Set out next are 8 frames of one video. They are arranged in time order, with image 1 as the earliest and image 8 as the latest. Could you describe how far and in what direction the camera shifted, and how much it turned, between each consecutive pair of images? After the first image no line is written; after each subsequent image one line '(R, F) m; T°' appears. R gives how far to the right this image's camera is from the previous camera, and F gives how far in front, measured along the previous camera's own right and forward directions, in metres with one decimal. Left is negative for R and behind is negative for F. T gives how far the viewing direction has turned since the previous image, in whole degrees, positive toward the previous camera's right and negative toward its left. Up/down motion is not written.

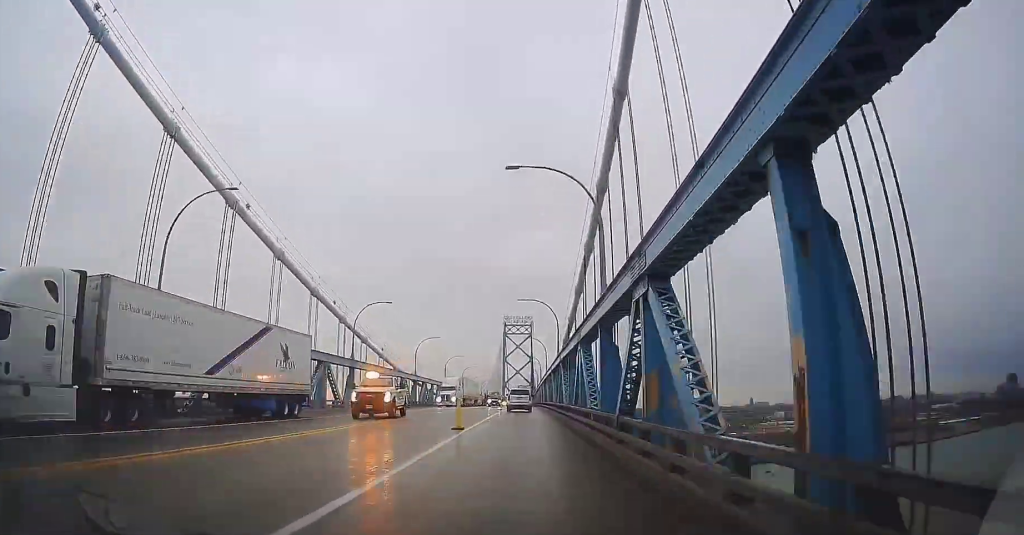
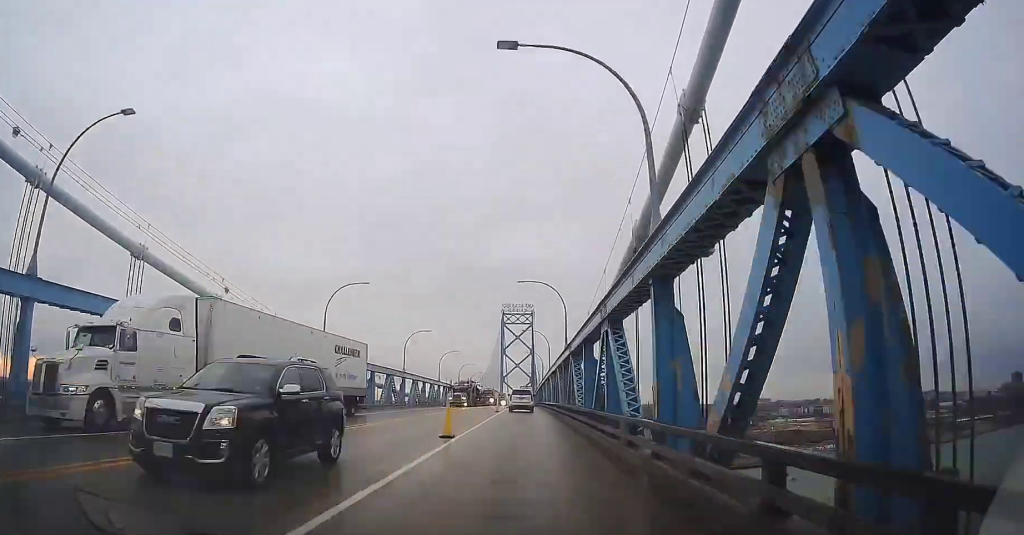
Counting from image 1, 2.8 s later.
(-0.4, +37.2) m; -1°
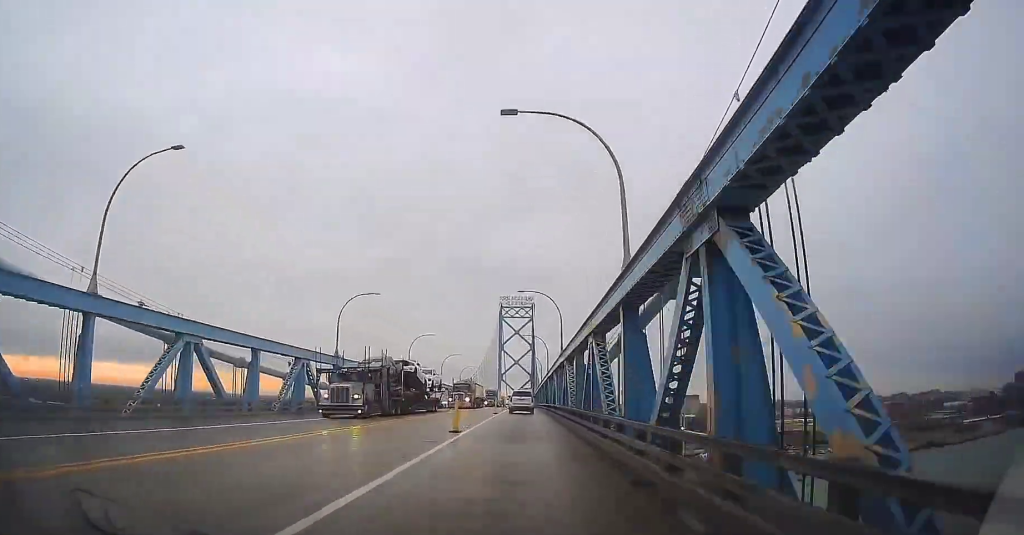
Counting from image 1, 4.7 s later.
(-0.1, +25.1) m; +1°
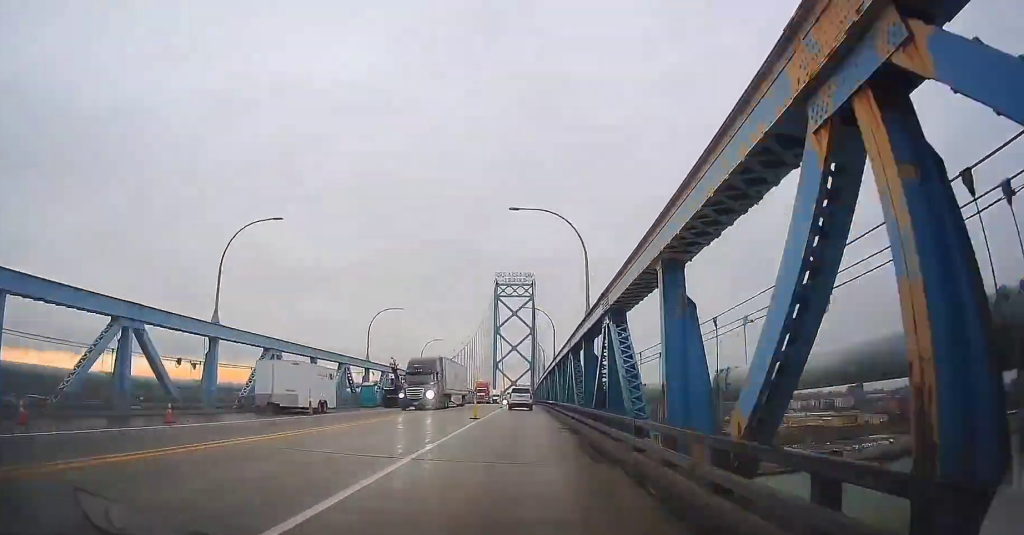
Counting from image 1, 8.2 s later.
(+0.8, +45.7) m; +1°
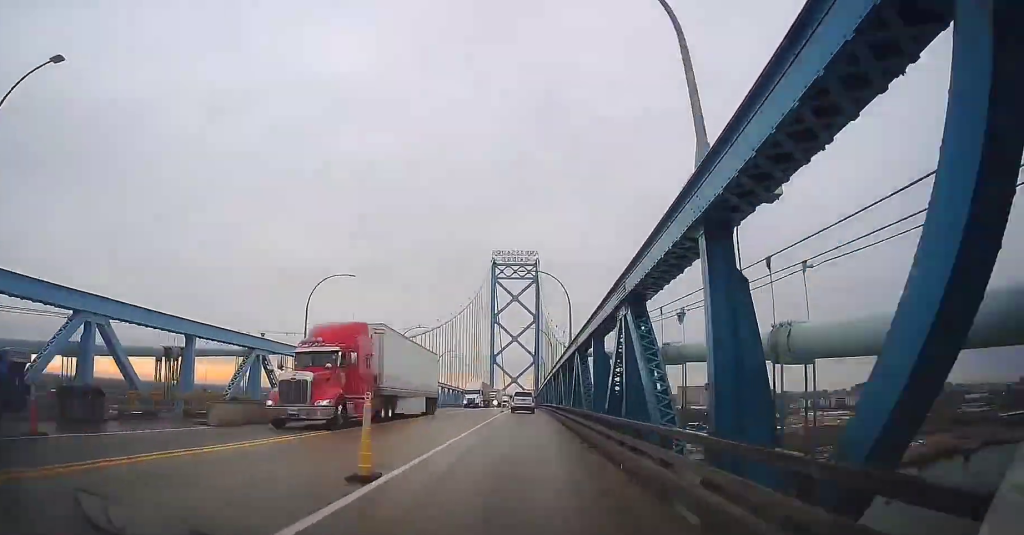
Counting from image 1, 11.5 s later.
(-0.2, +42.0) m; 0°
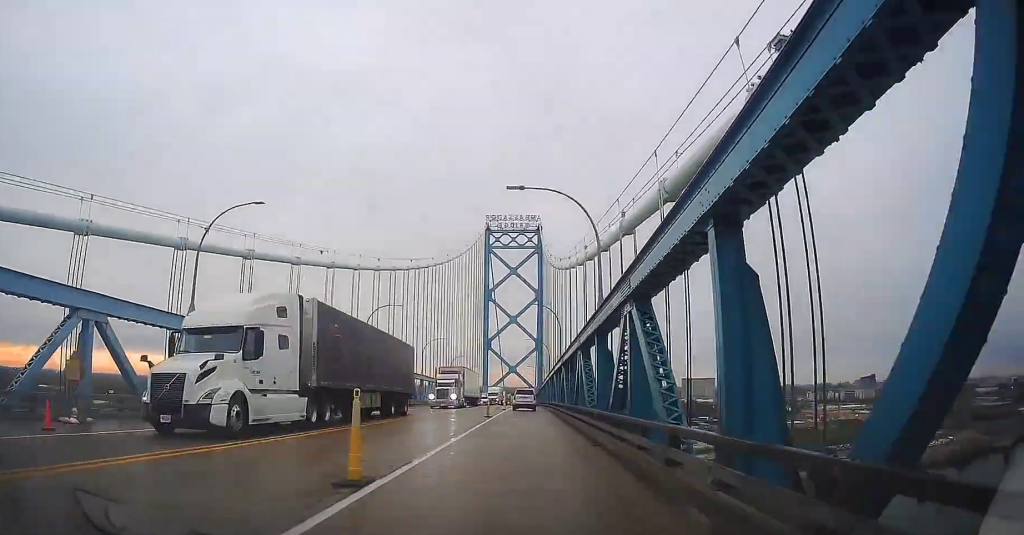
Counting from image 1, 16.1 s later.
(+0.2, +60.8) m; 0°
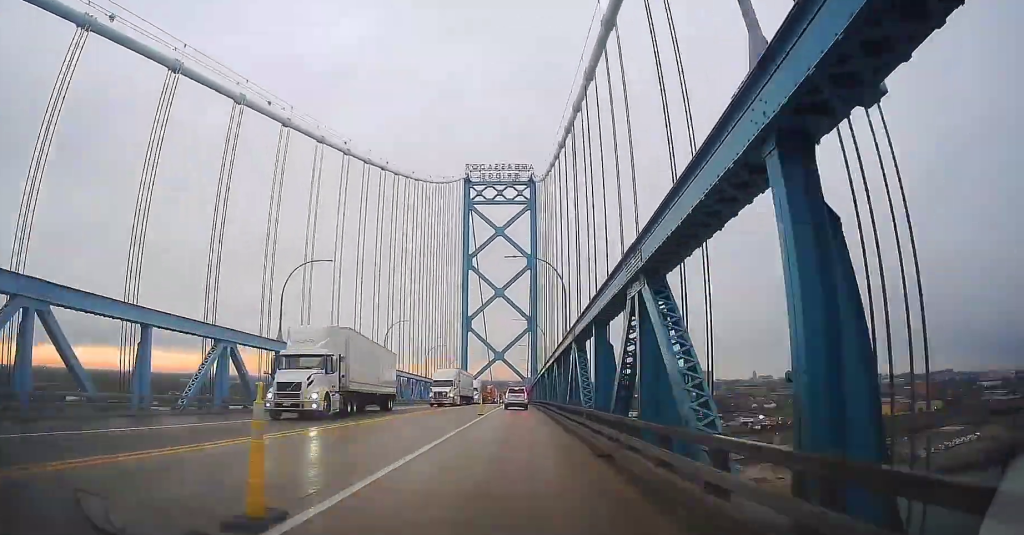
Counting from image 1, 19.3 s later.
(-0.7, +45.3) m; 0°
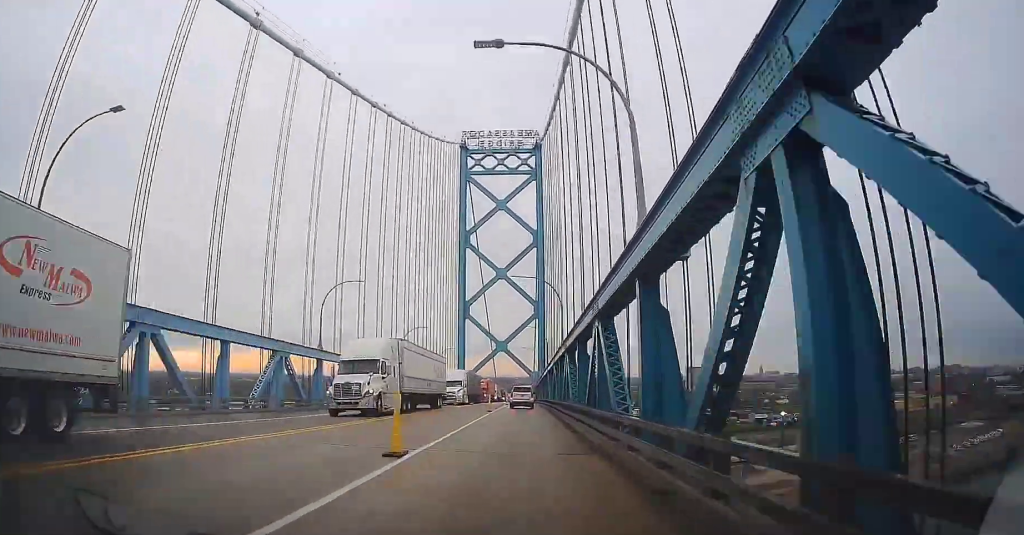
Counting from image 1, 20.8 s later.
(0.0, +21.8) m; +1°
